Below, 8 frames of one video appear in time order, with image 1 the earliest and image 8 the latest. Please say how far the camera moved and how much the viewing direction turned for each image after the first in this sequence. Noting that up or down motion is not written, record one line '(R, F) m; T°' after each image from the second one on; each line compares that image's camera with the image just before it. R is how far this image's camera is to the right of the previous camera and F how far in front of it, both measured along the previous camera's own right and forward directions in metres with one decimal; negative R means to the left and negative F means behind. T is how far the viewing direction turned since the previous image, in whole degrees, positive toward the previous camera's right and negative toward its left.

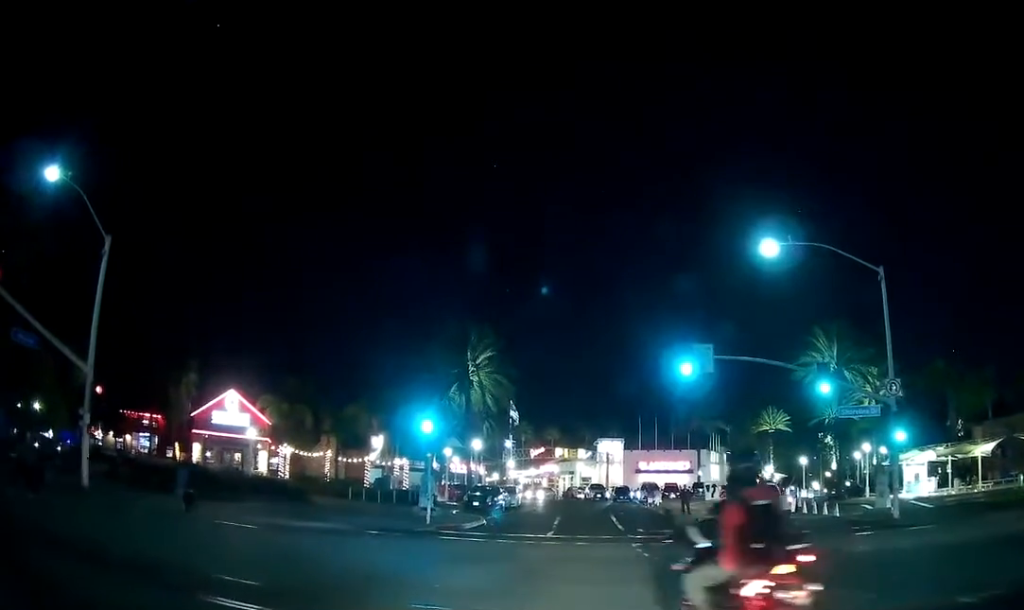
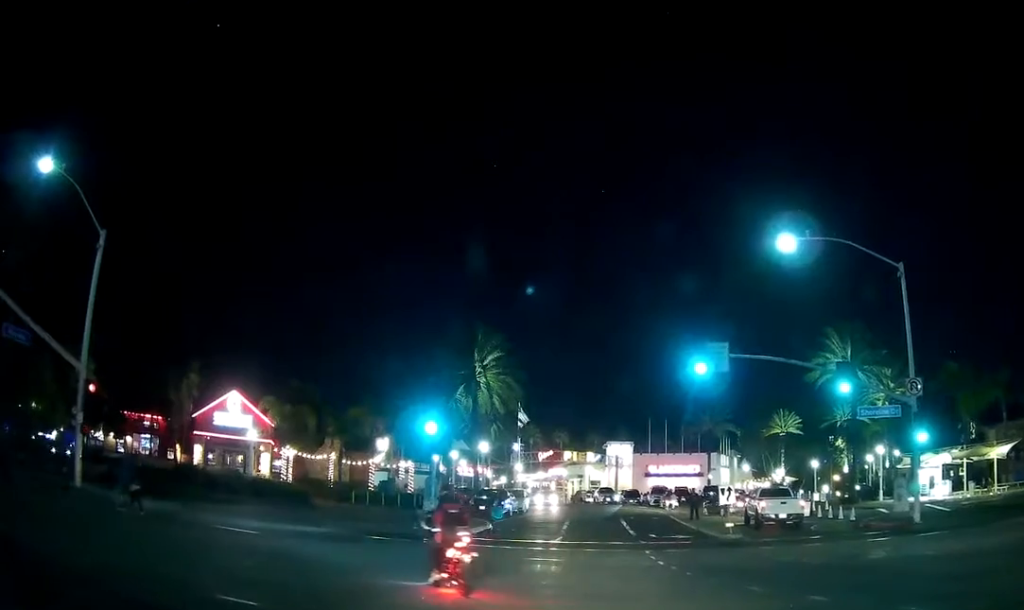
(-0.3, +0.7) m; 0°
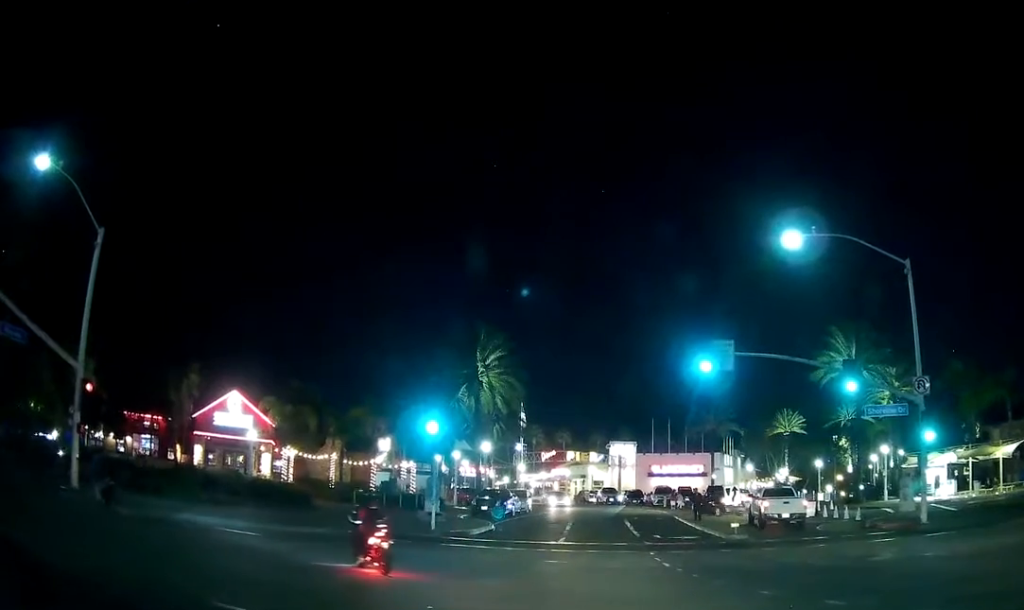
(-0.2, +0.4) m; 0°
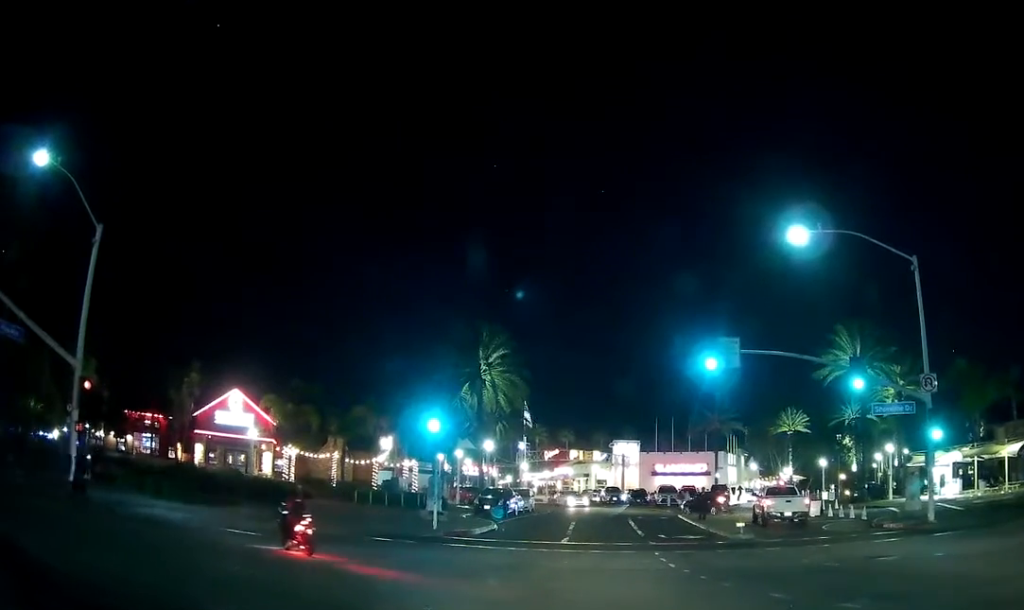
(-0.2, +0.4) m; 0°
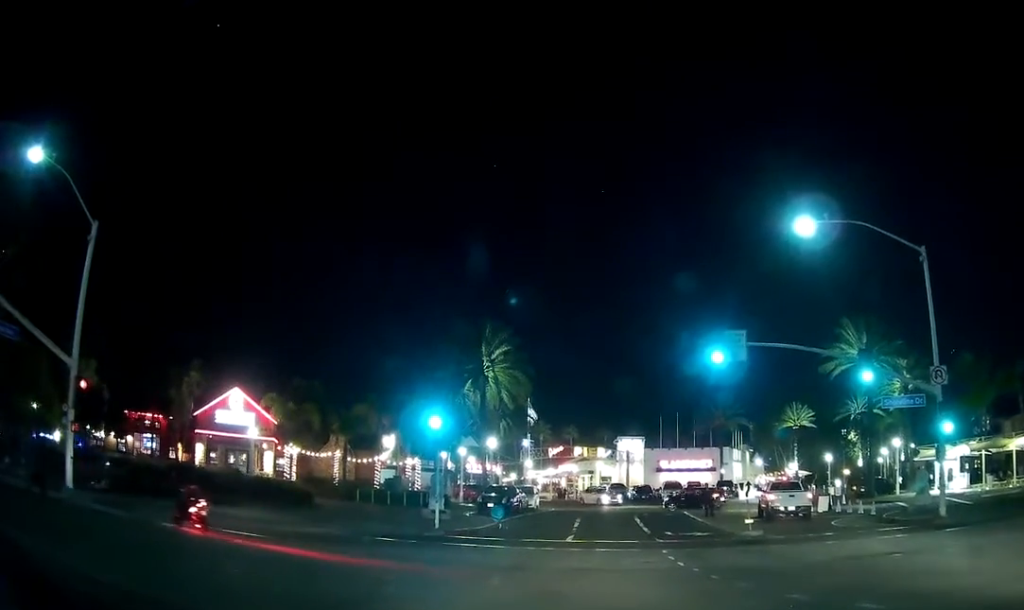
(-0.1, +0.6) m; 0°
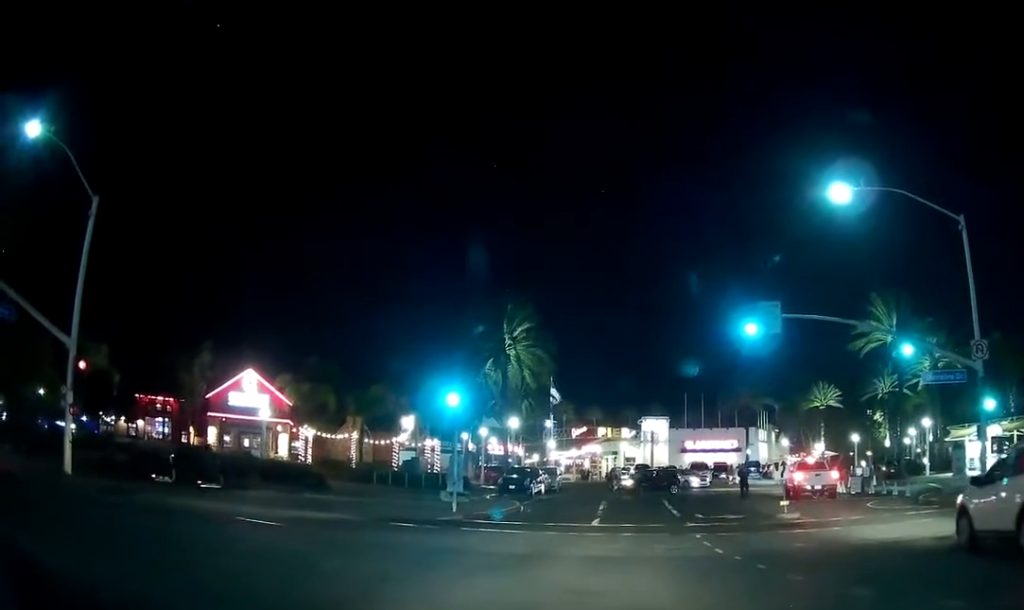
(+0.8, +1.1) m; 0°
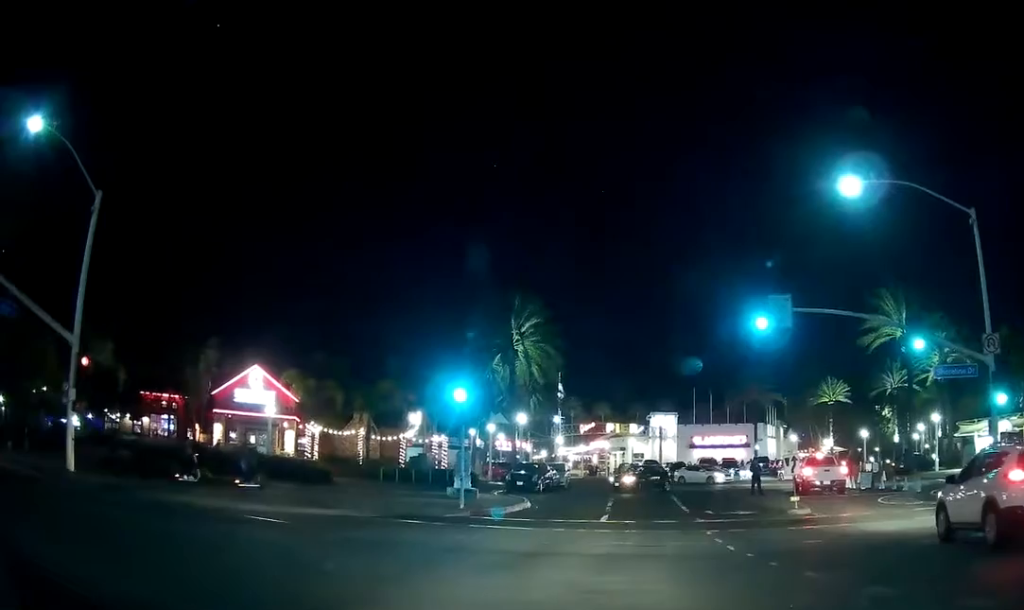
(+0.1, +0.3) m; 0°
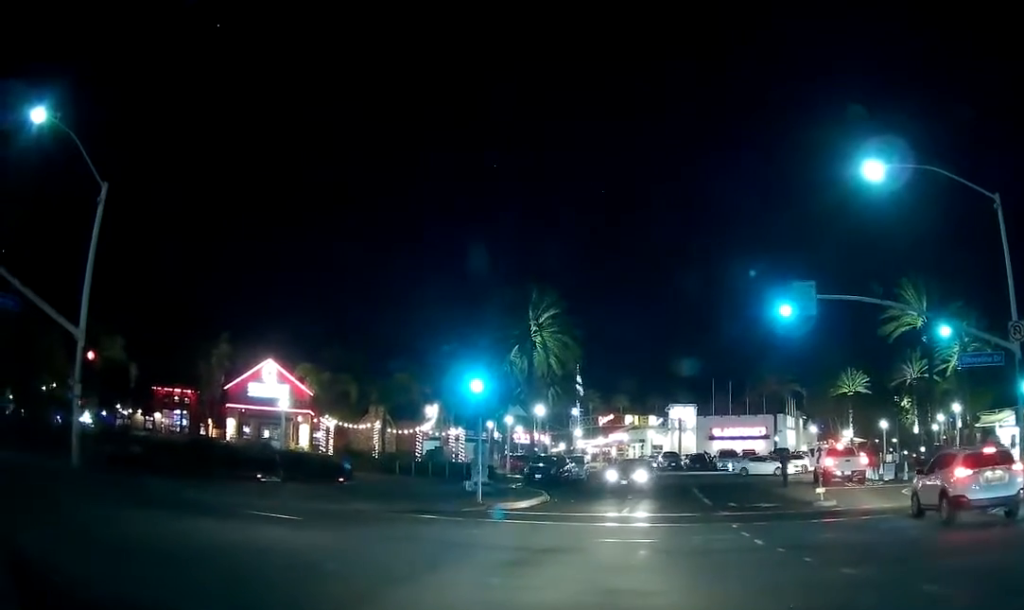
(-0.3, +0.6) m; 0°
